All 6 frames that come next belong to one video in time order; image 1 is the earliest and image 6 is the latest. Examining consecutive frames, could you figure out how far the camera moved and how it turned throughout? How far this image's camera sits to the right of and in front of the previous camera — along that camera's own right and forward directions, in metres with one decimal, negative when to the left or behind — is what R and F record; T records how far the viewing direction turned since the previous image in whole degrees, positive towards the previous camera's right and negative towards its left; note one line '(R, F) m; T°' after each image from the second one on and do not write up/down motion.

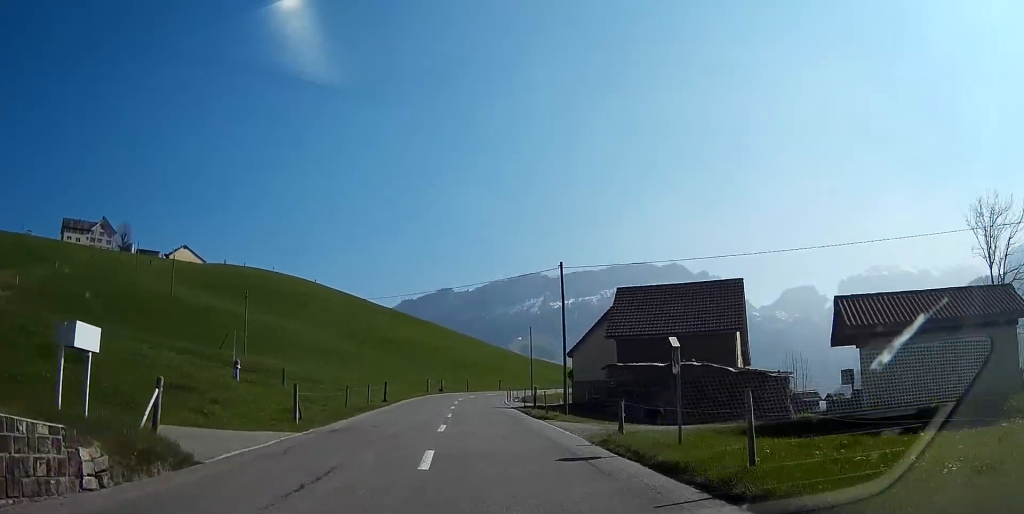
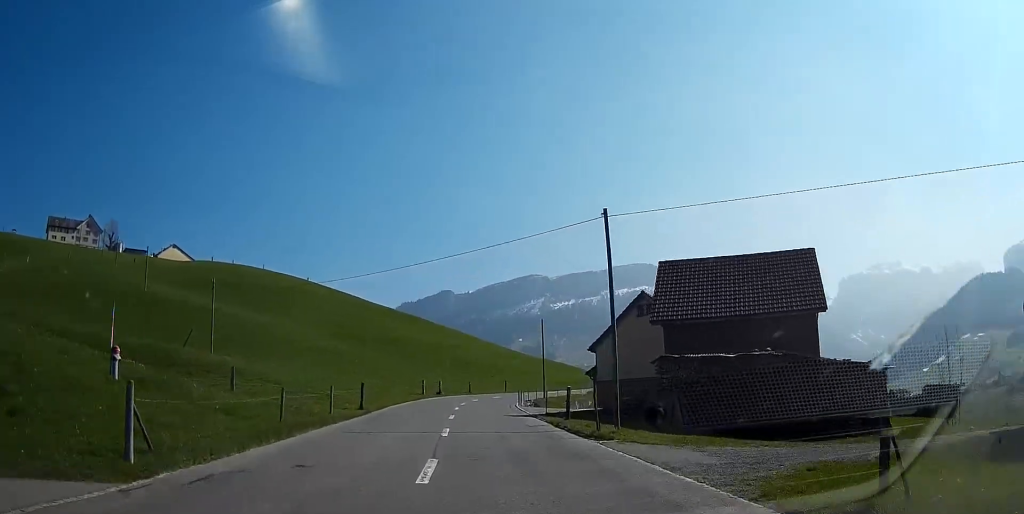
(0.0, +9.8) m; 0°
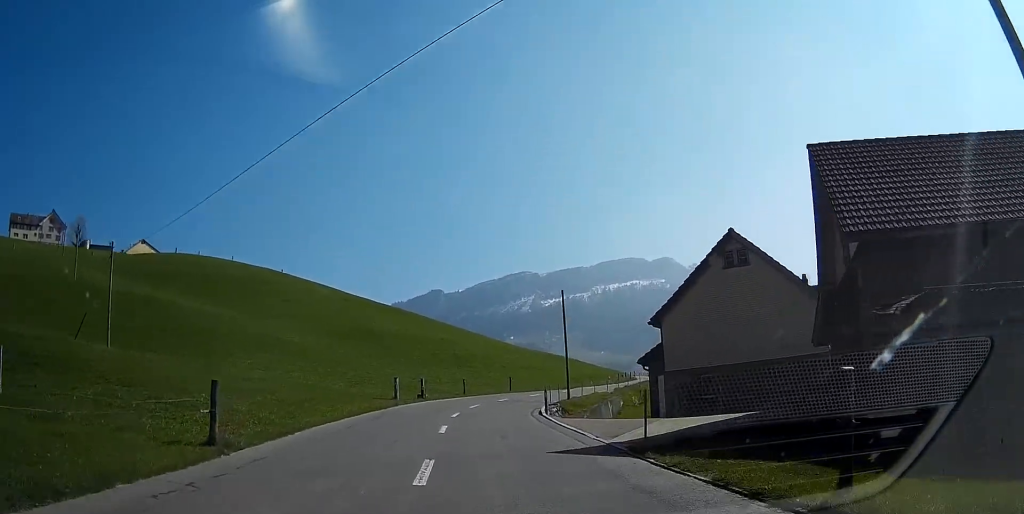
(+0.1, +17.6) m; +1°
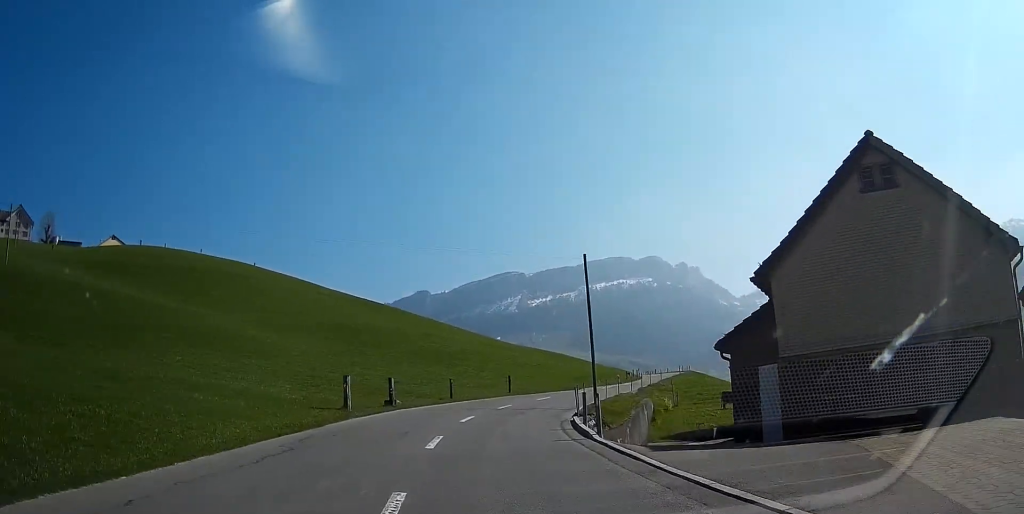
(0.0, +12.7) m; +2°
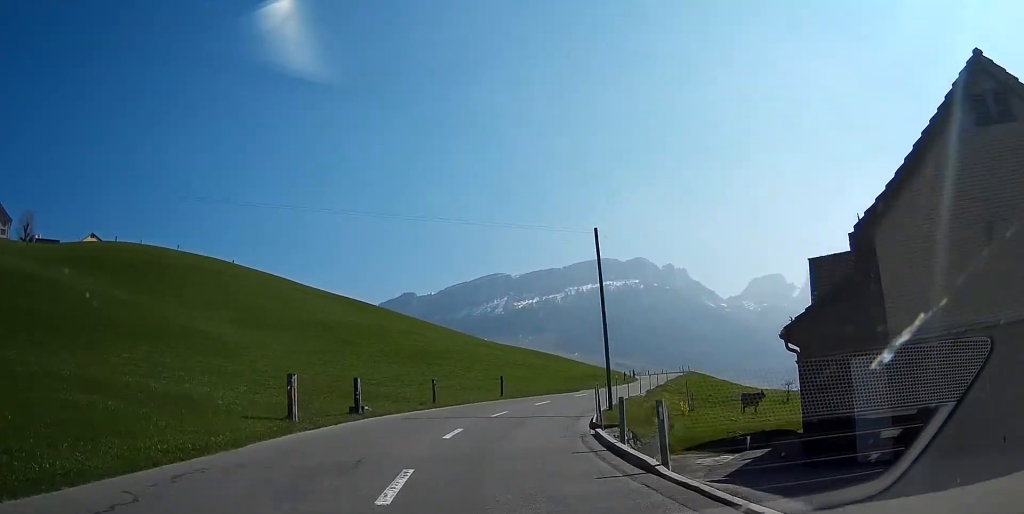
(+0.2, +6.0) m; +2°
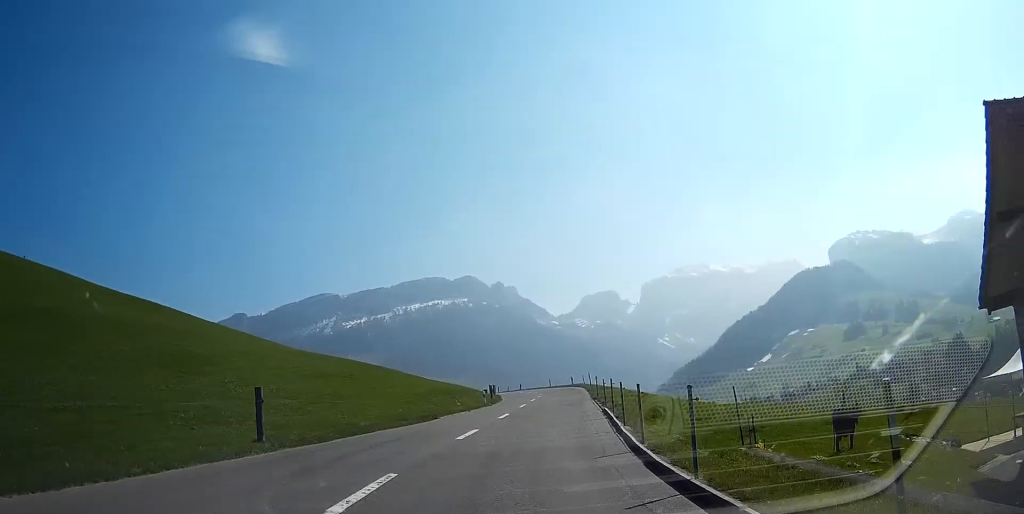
(+2.5, +26.8) m; +12°
